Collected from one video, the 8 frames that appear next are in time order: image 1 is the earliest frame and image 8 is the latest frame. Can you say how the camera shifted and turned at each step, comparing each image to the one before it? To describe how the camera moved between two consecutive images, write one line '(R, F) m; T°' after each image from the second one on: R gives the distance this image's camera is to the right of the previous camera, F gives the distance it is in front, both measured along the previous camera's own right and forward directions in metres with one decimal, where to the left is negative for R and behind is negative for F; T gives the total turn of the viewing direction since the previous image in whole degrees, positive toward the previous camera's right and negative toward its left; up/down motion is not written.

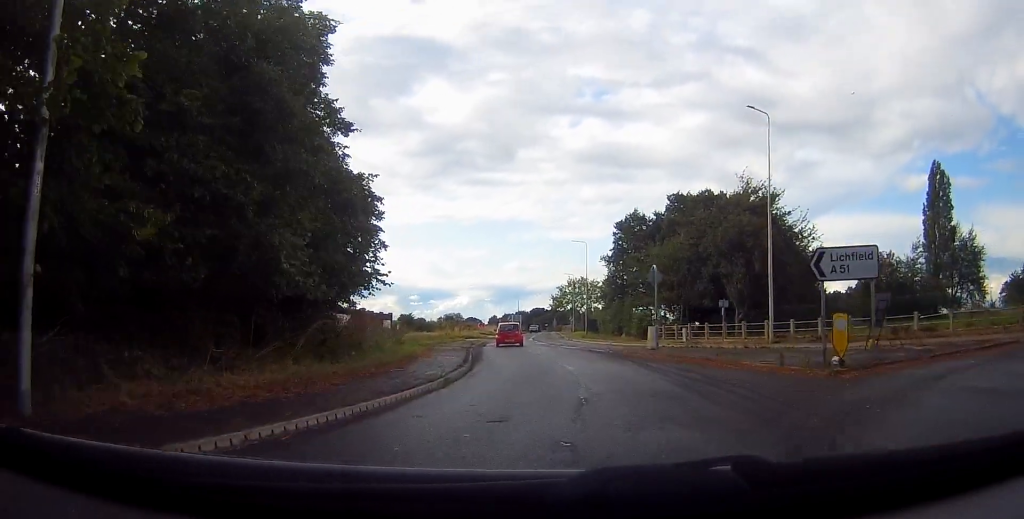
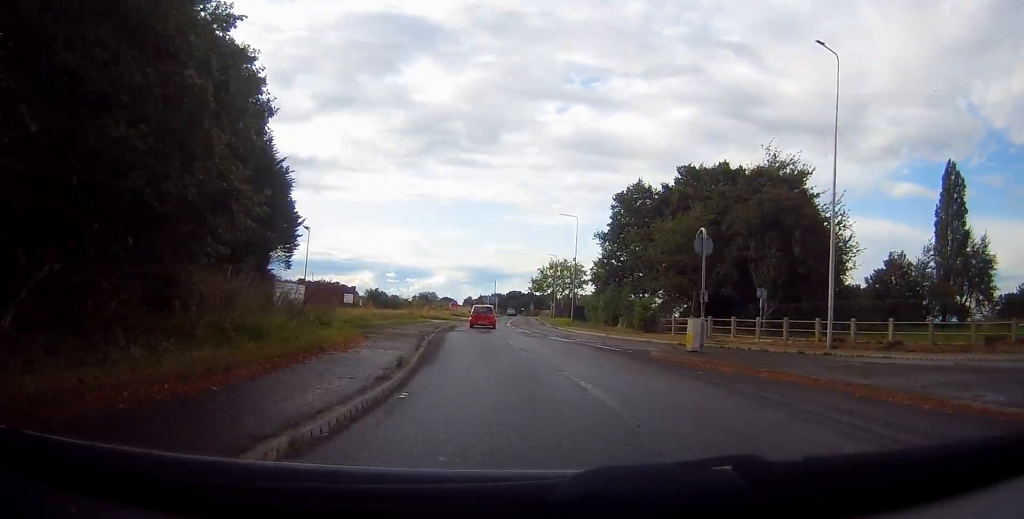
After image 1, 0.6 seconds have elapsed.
(+0.1, +9.0) m; 0°
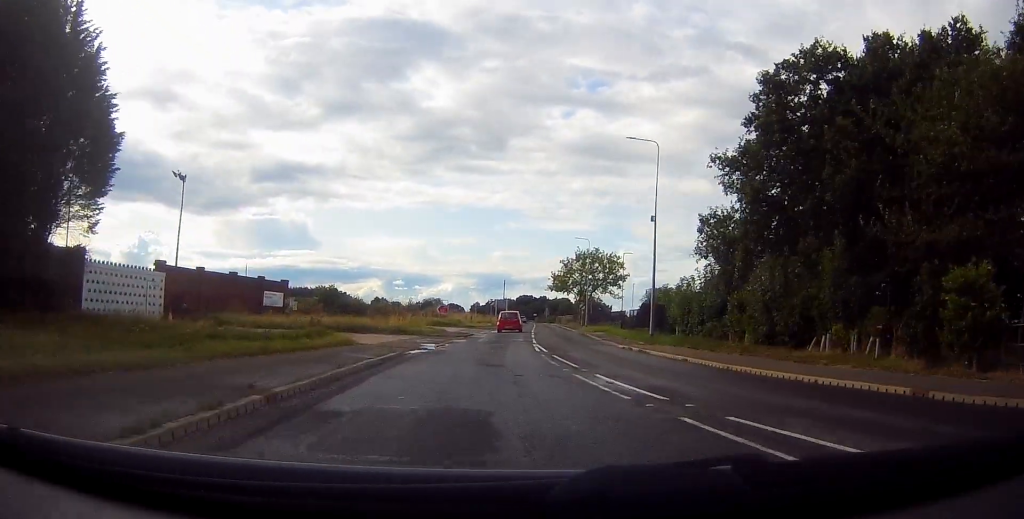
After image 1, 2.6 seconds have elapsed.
(-0.1, +29.1) m; 0°
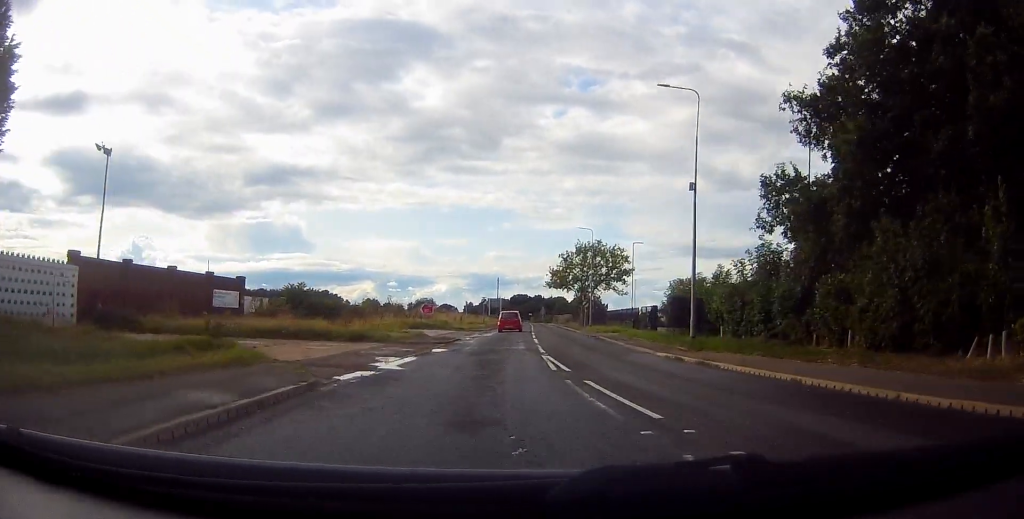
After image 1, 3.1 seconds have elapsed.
(-0.1, +7.9) m; 0°
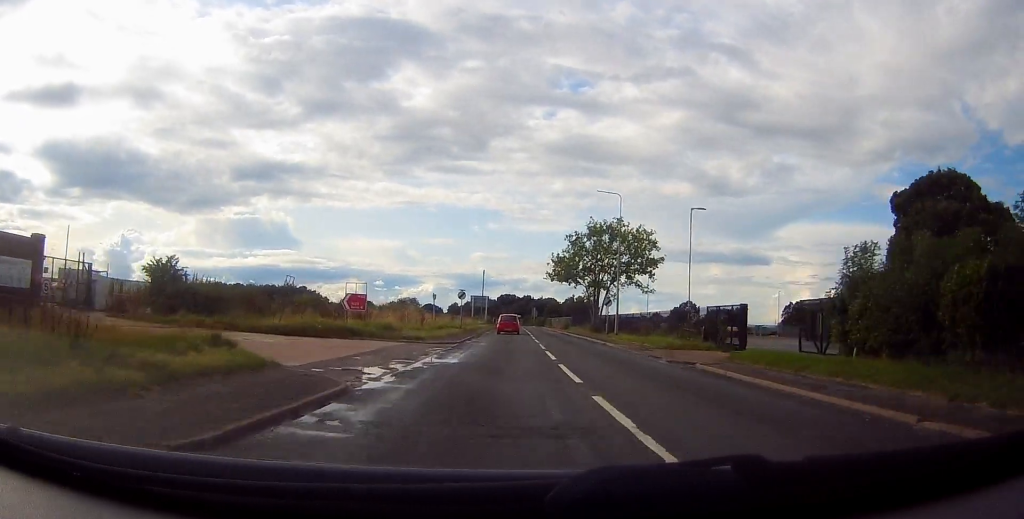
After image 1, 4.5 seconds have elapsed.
(+0.5, +21.4) m; +2°
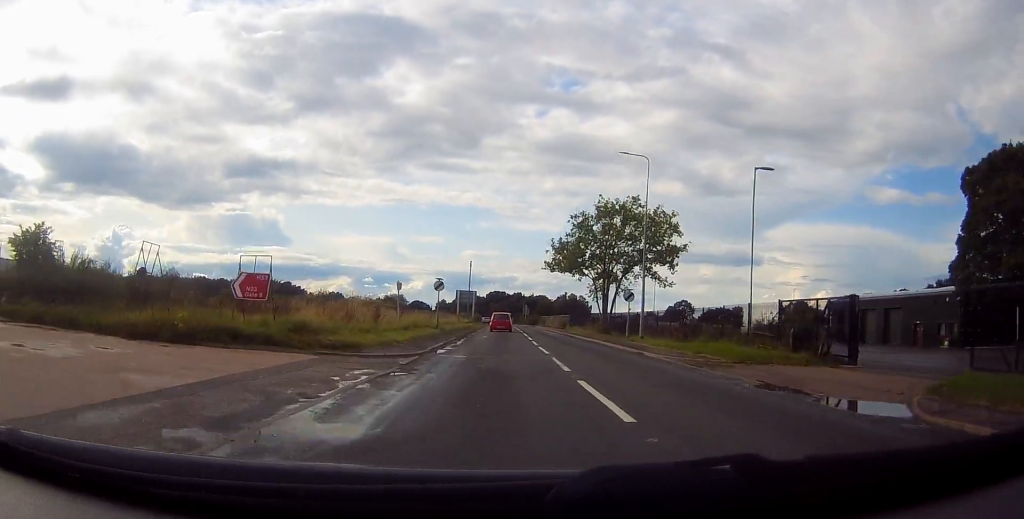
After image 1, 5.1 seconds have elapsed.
(0.0, +11.3) m; 0°
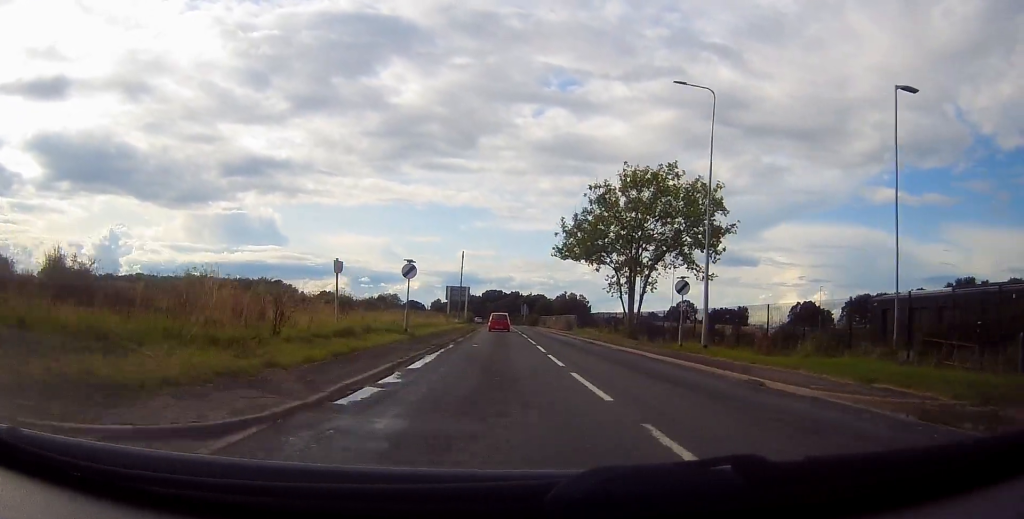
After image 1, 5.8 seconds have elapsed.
(+0.1, +11.6) m; 0°
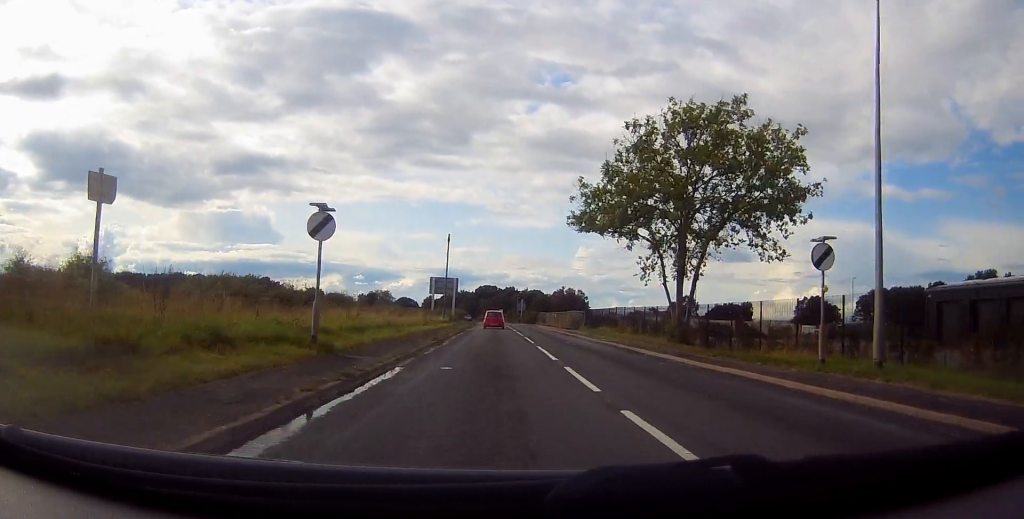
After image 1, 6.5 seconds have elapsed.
(0.0, +12.3) m; 0°
